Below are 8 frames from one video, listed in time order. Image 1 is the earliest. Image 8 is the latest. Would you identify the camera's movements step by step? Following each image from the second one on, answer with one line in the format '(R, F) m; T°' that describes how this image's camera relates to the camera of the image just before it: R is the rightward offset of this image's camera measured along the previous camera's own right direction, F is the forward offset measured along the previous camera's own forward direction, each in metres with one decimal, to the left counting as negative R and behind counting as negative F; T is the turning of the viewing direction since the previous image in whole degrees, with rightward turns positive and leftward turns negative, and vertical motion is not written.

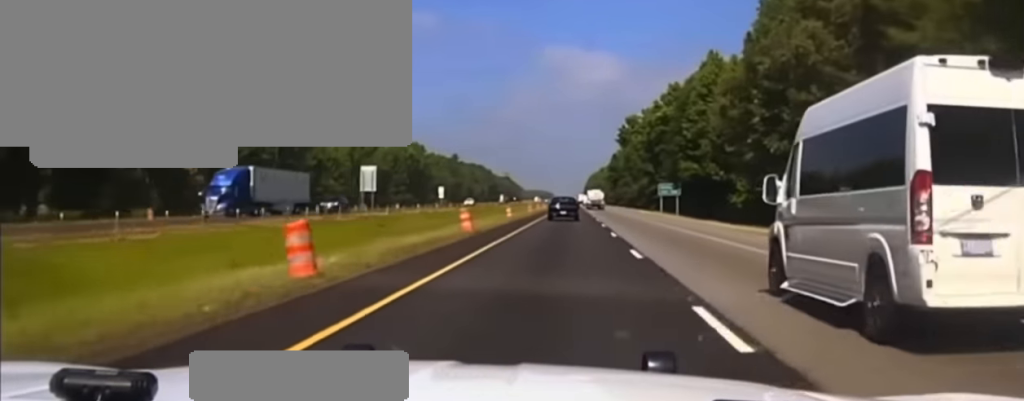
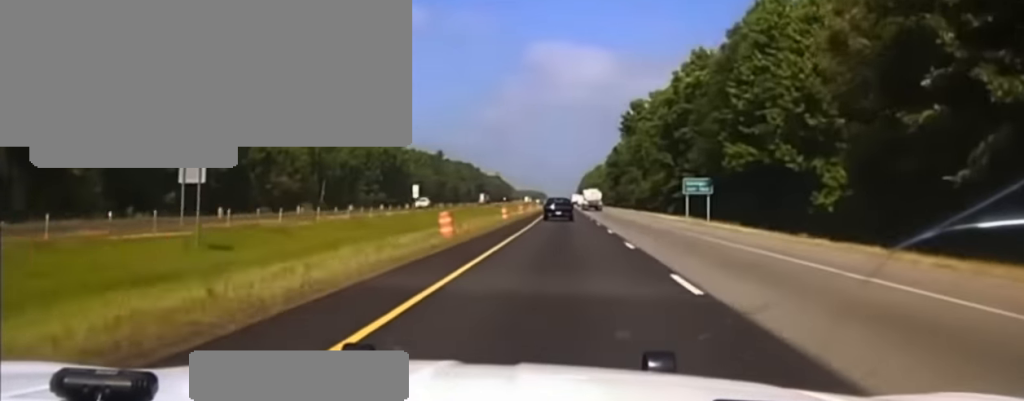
(0.0, +32.6) m; 0°
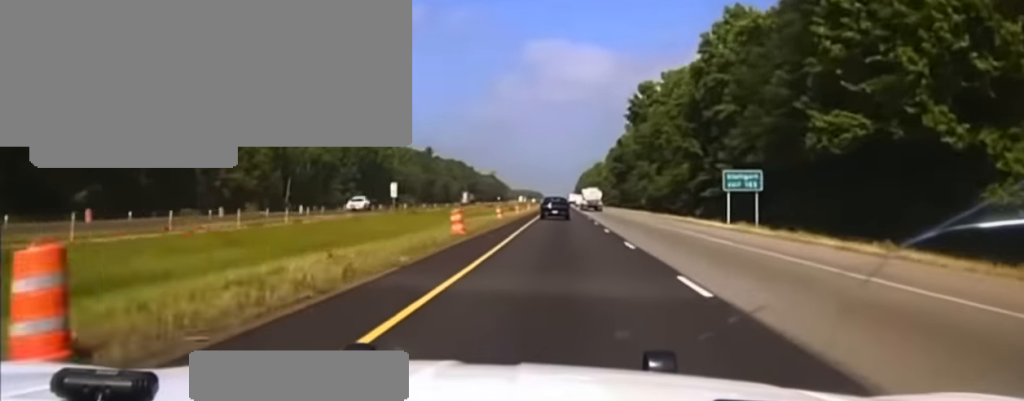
(-0.1, +25.3) m; 0°
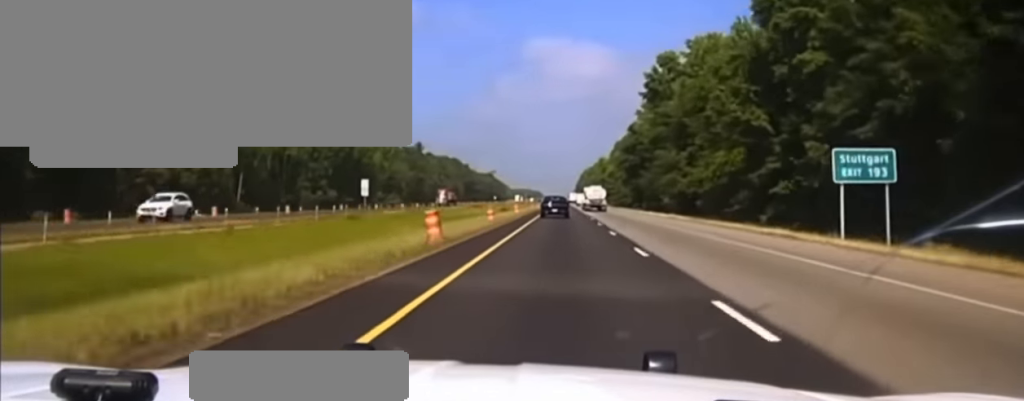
(+0.1, +28.9) m; 0°
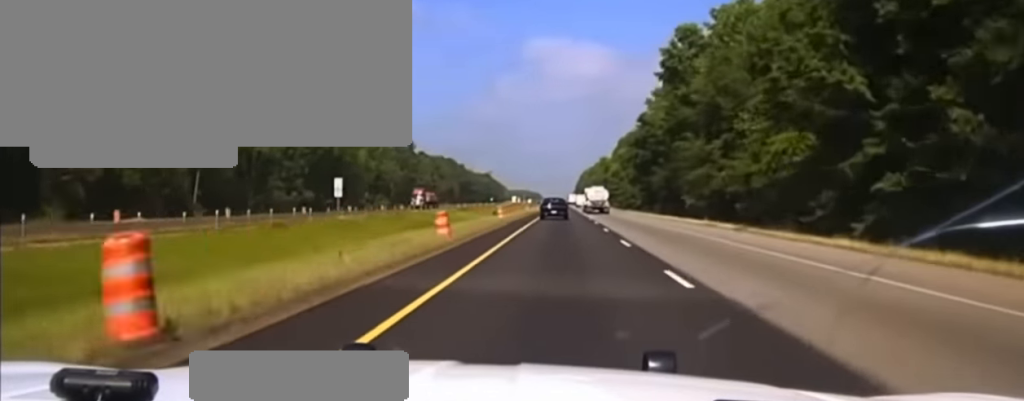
(+0.1, +19.5) m; 0°
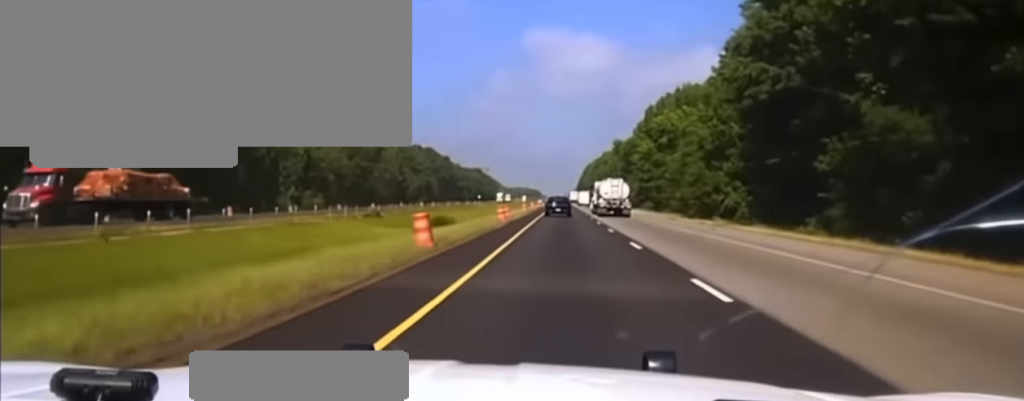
(+0.2, +76.4) m; 0°
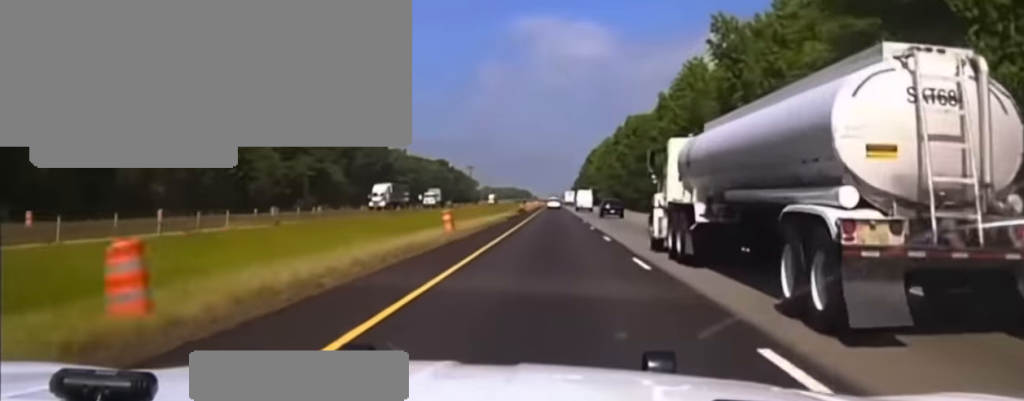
(-0.5, +155.3) m; +1°
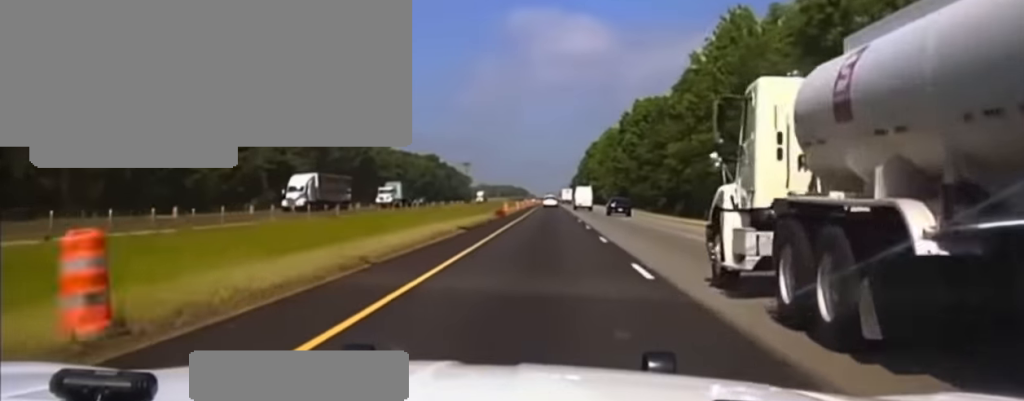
(+0.2, +28.8) m; +1°
